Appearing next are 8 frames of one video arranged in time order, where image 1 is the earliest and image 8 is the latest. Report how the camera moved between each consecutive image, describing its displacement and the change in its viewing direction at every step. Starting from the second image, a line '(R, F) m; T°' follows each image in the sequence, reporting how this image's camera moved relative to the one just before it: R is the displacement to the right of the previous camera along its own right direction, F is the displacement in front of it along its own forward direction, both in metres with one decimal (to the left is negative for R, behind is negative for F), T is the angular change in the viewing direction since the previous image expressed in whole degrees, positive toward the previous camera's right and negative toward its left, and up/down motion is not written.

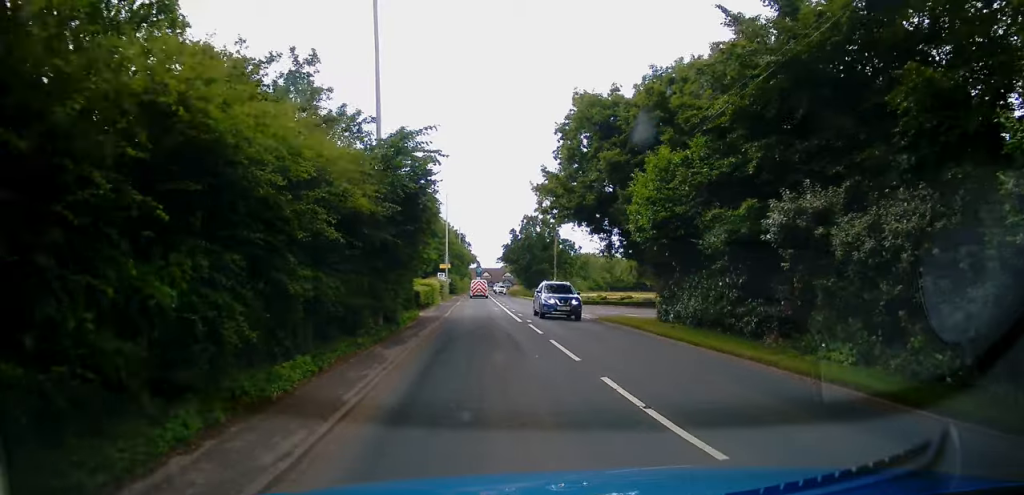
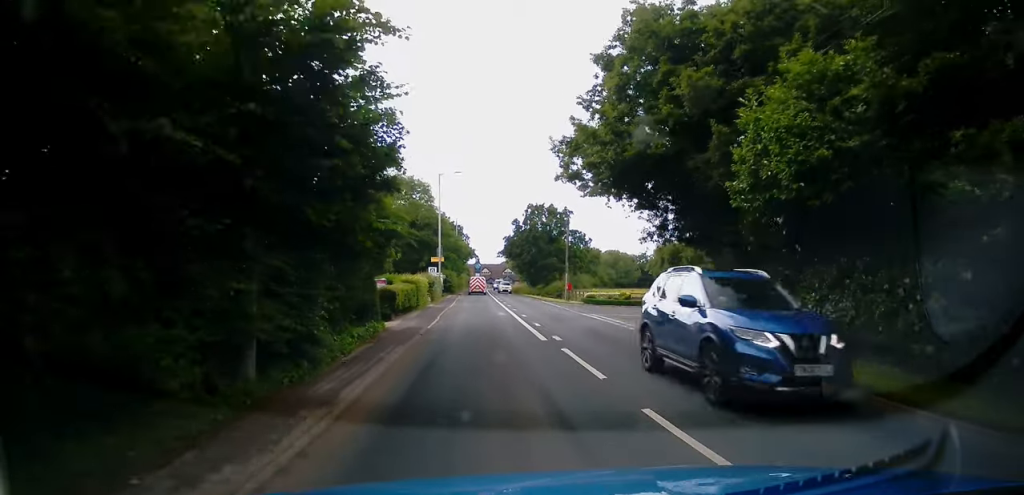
(+0.1, +9.2) m; 0°
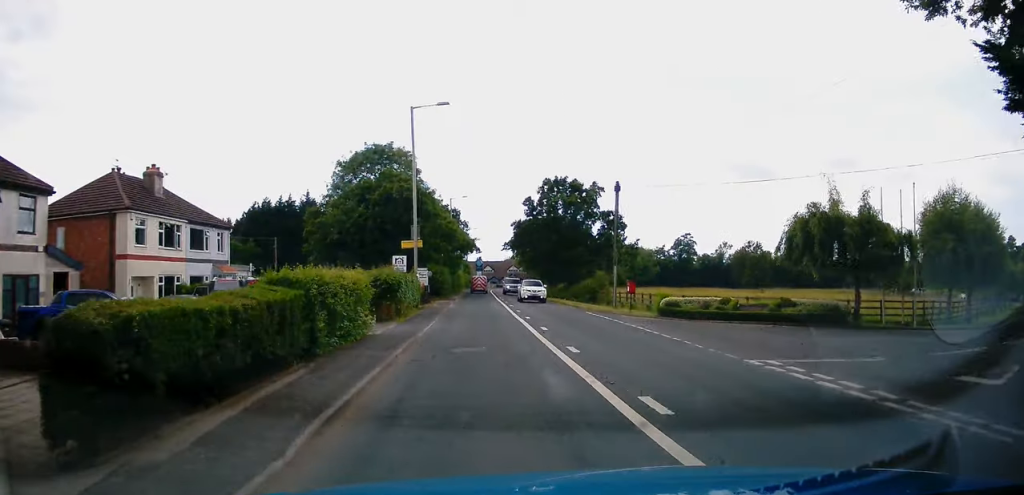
(+0.1, +18.9) m; +1°
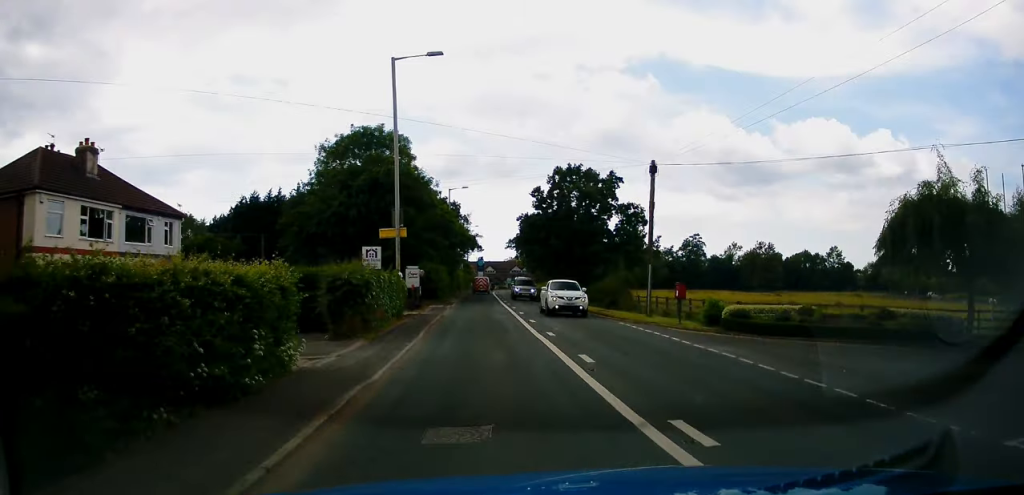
(+0.1, +6.7) m; 0°
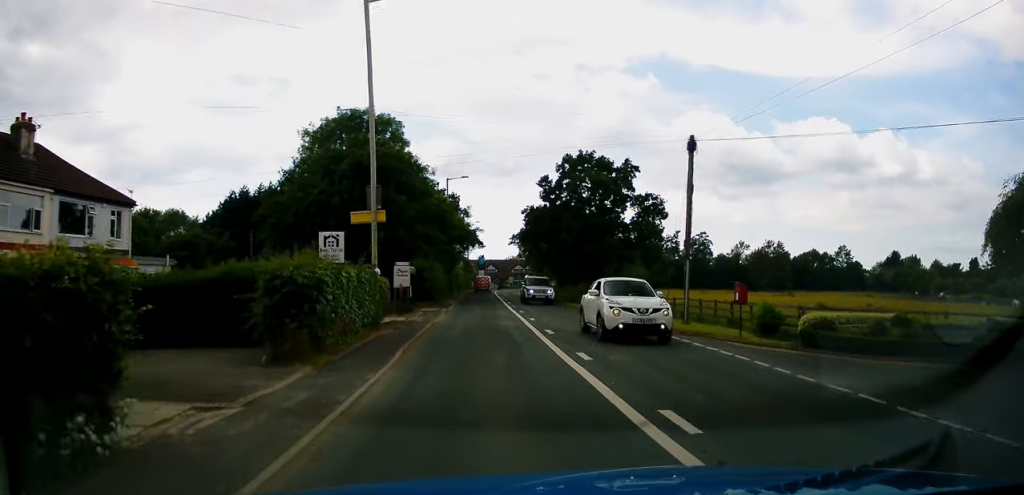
(0.0, +5.4) m; 0°
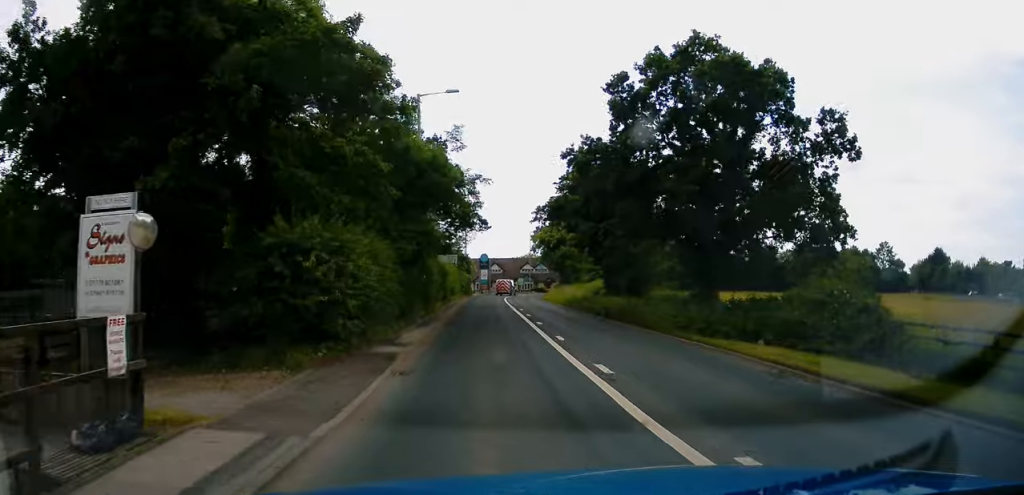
(+0.2, +23.9) m; +2°
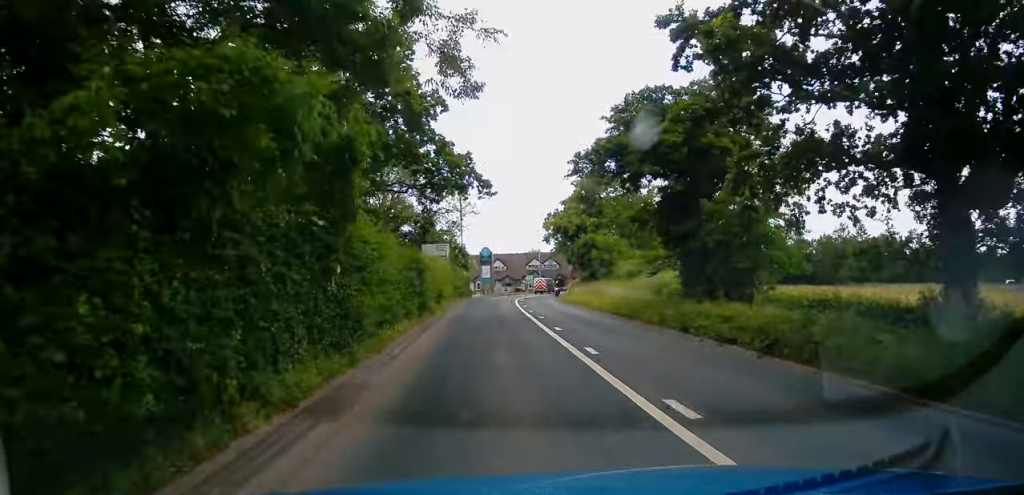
(-0.1, +15.3) m; -3°
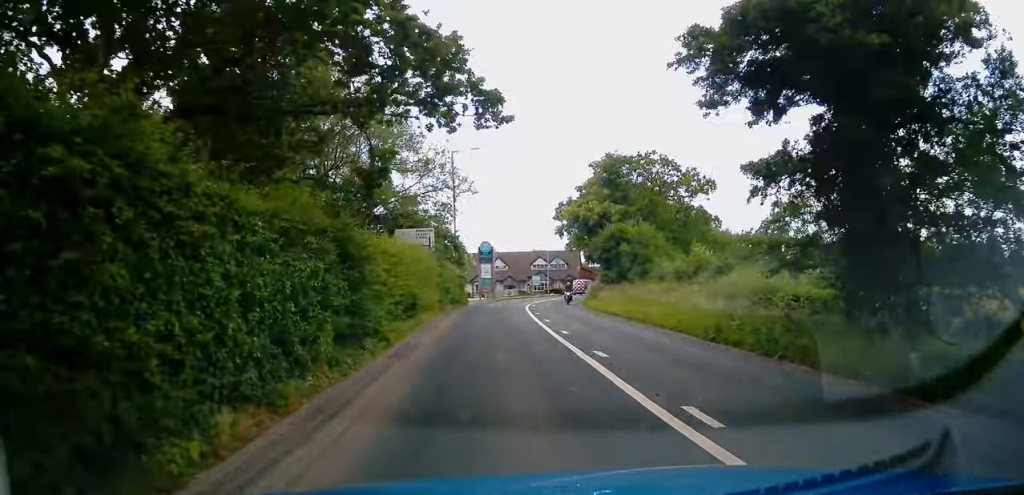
(-0.5, +11.8) m; 0°
